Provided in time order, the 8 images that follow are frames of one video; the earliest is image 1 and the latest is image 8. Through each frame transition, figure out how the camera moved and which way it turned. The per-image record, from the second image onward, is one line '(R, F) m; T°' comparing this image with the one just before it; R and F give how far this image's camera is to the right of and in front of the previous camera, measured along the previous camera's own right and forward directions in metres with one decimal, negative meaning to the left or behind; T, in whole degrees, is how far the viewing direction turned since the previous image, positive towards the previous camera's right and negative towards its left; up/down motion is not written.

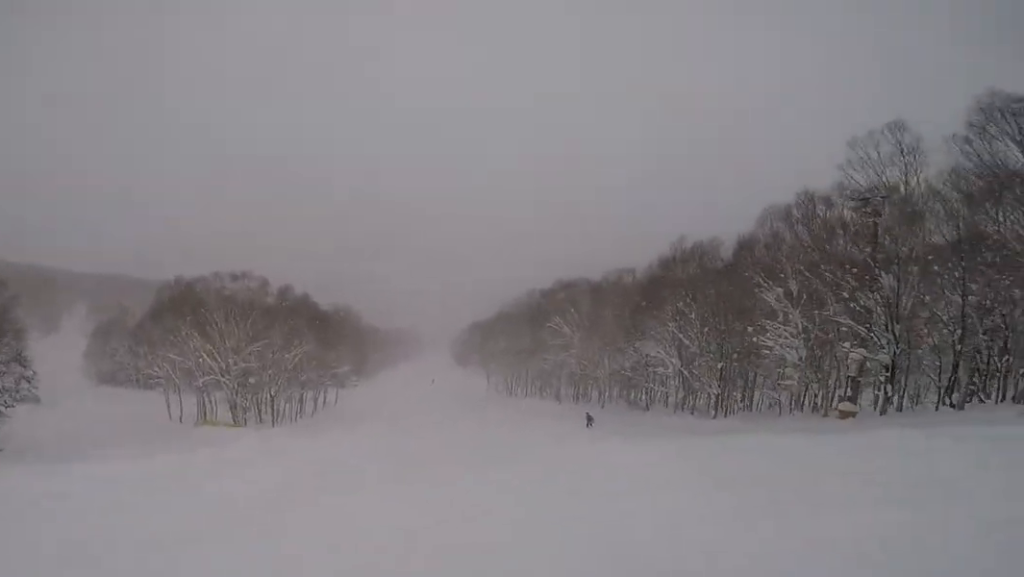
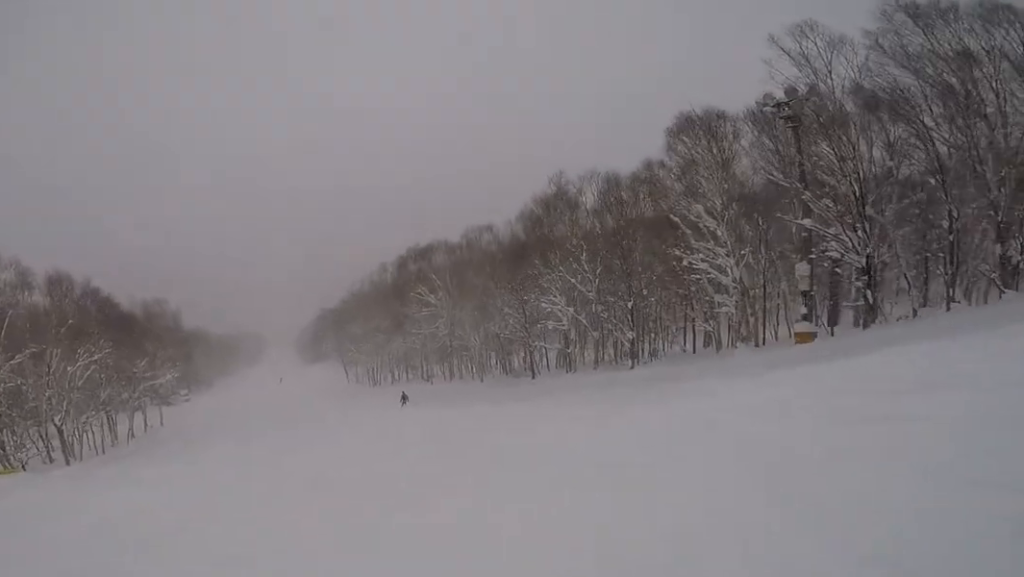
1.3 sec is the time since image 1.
(+1.4, +8.5) m; +20°
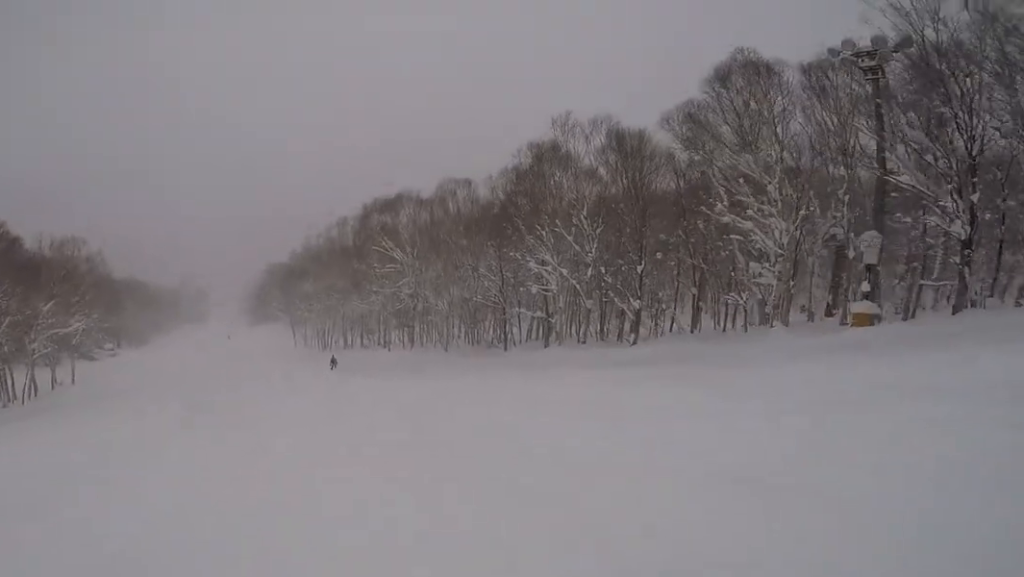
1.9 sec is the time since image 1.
(+0.2, +5.3) m; +2°
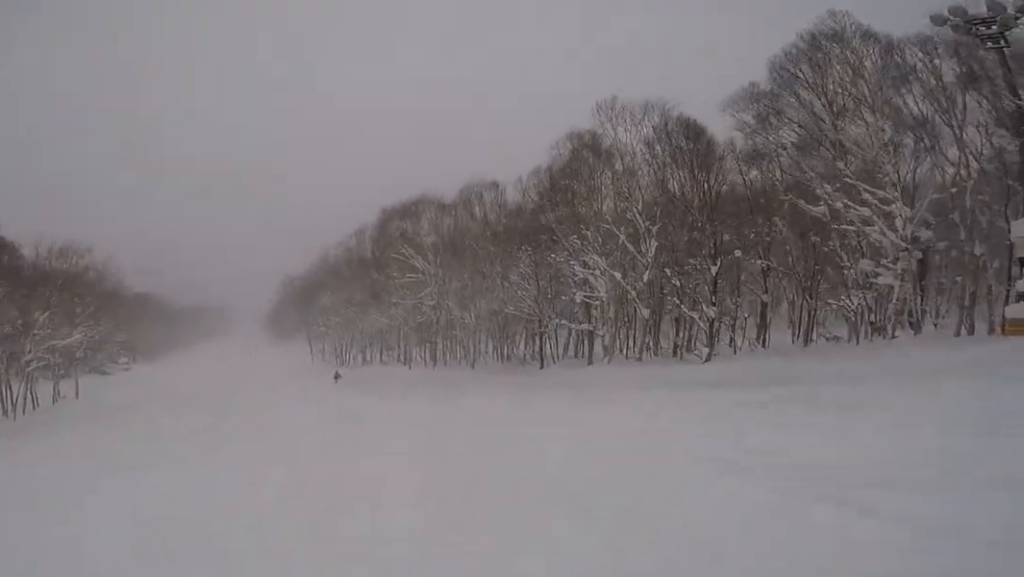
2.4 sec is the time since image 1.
(0.0, +3.8) m; -1°
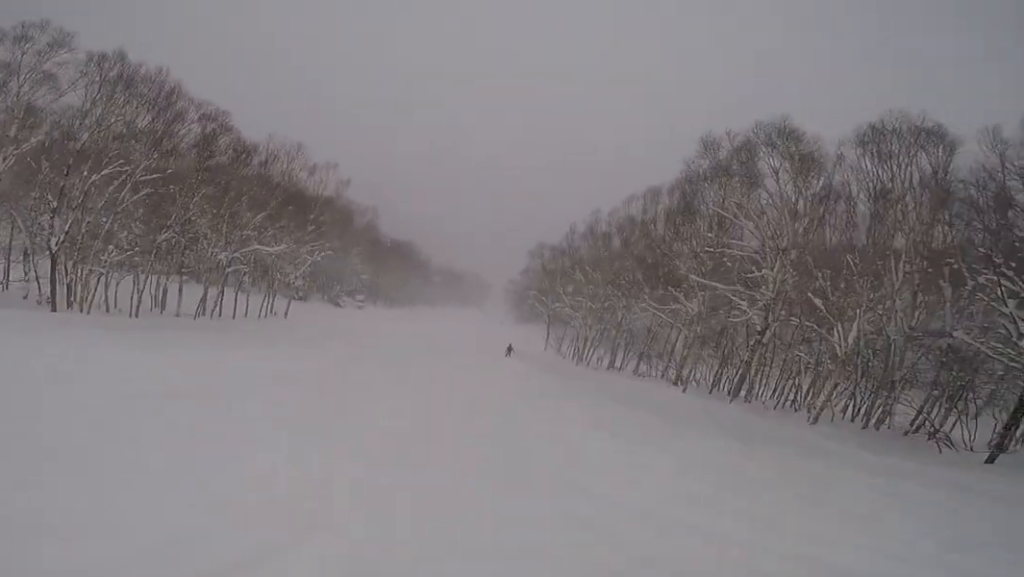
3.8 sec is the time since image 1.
(-1.8, +12.0) m; -17°
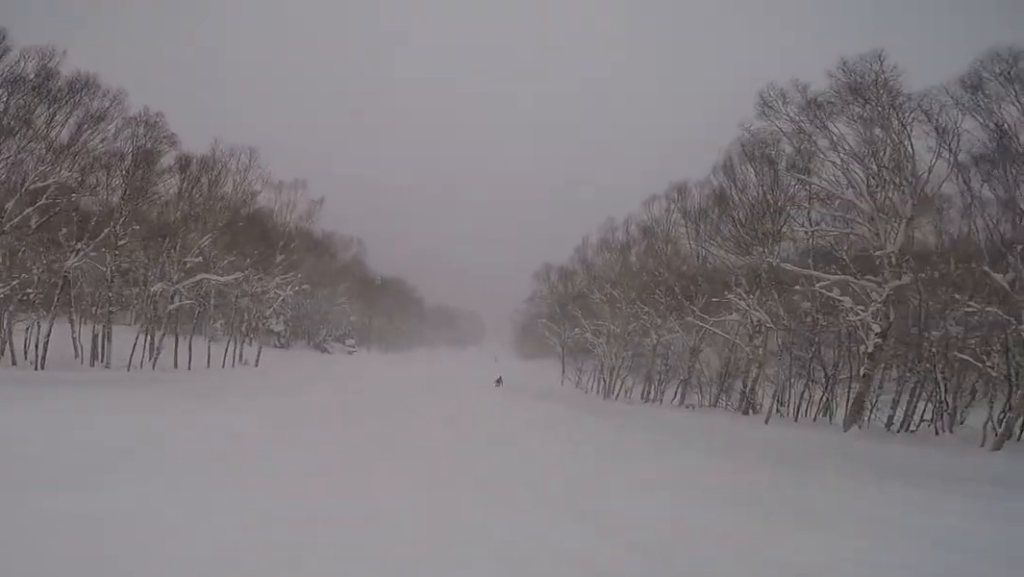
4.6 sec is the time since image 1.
(-0.8, +7.1) m; -5°
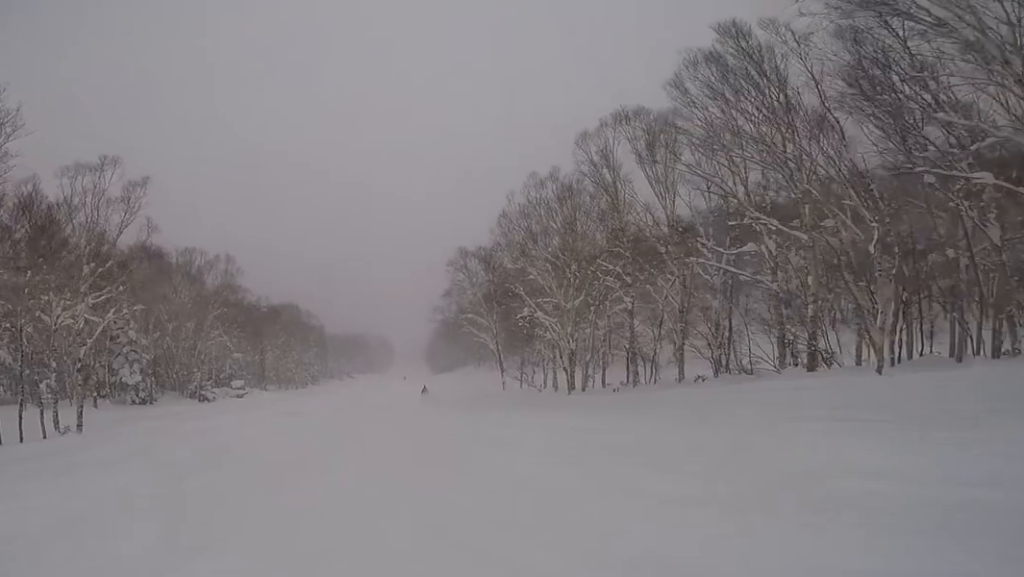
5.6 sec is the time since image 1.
(+0.2, +10.6) m; -3°
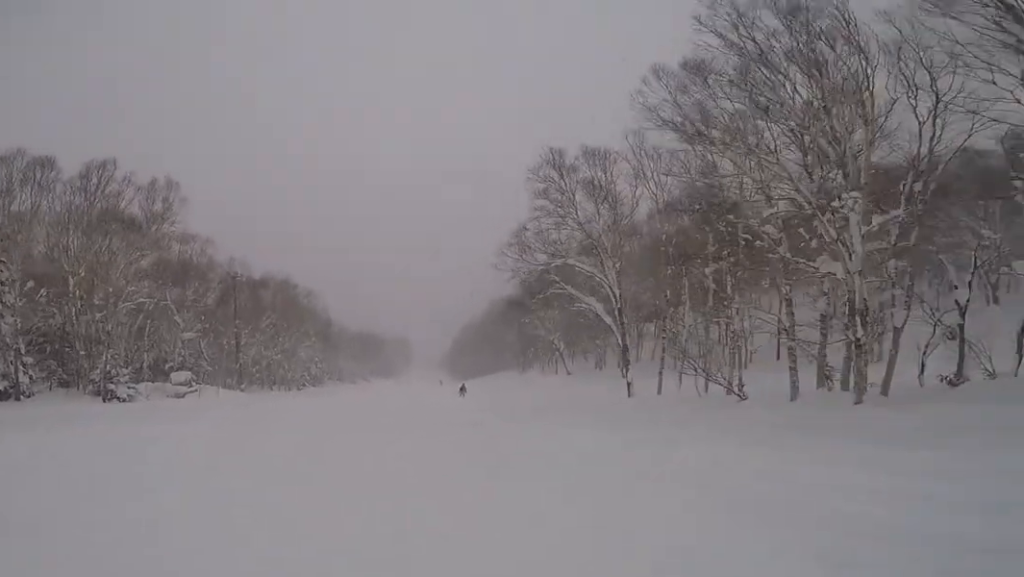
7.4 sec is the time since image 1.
(+0.4, +18.9) m; +1°
